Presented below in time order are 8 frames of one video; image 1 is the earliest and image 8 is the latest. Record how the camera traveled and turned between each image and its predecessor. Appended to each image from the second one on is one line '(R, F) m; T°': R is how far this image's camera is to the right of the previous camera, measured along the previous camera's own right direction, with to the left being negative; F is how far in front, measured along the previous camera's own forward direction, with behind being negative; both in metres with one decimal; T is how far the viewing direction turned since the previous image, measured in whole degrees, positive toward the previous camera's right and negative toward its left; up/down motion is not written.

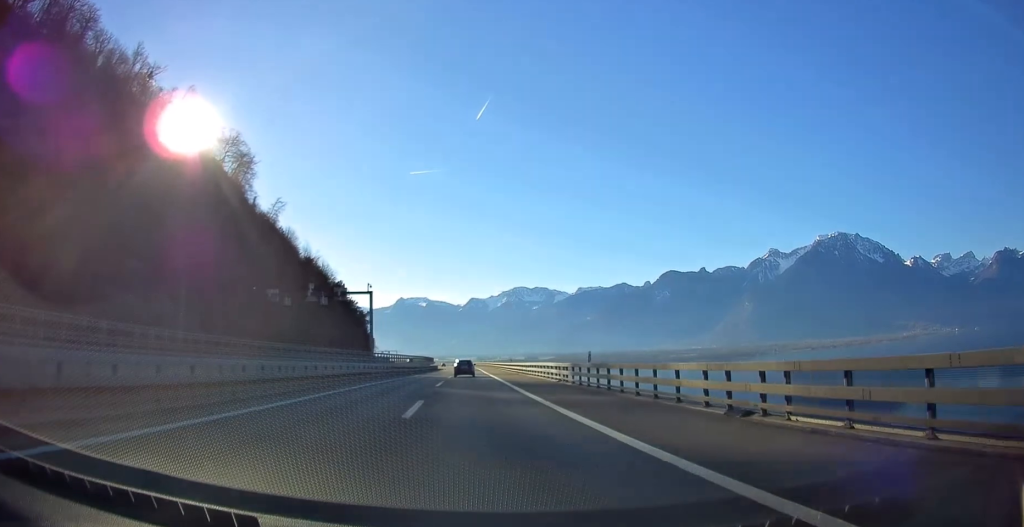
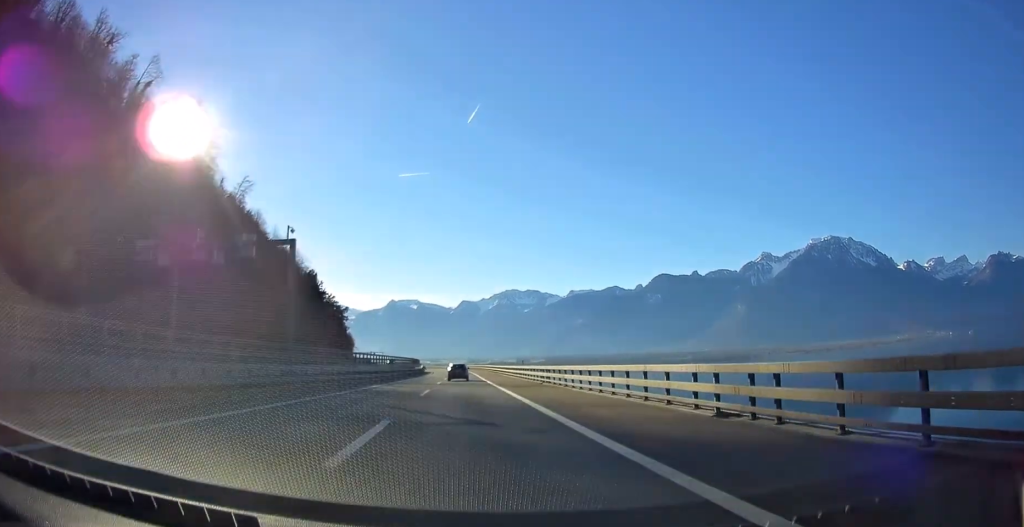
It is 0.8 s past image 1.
(0.0, +23.6) m; +1°
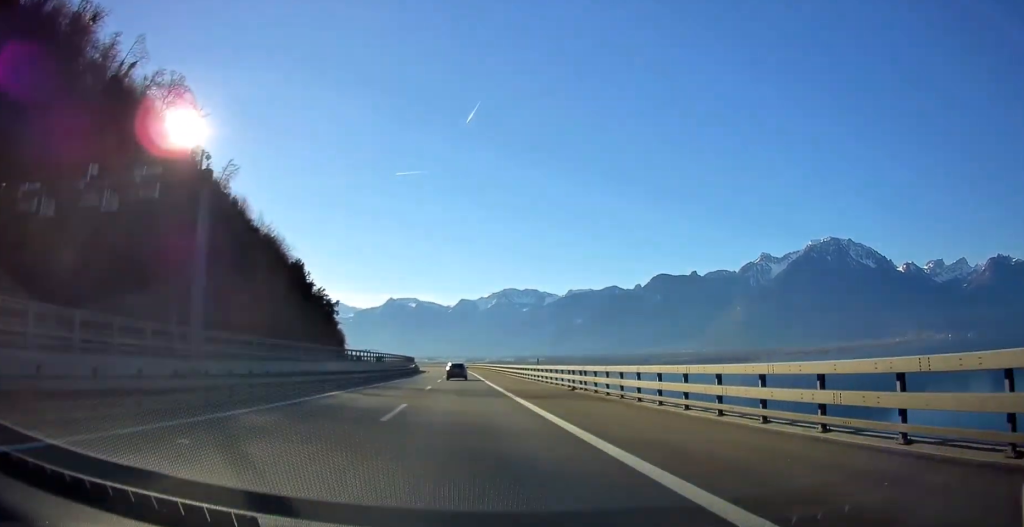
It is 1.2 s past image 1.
(+0.1, +11.3) m; 0°
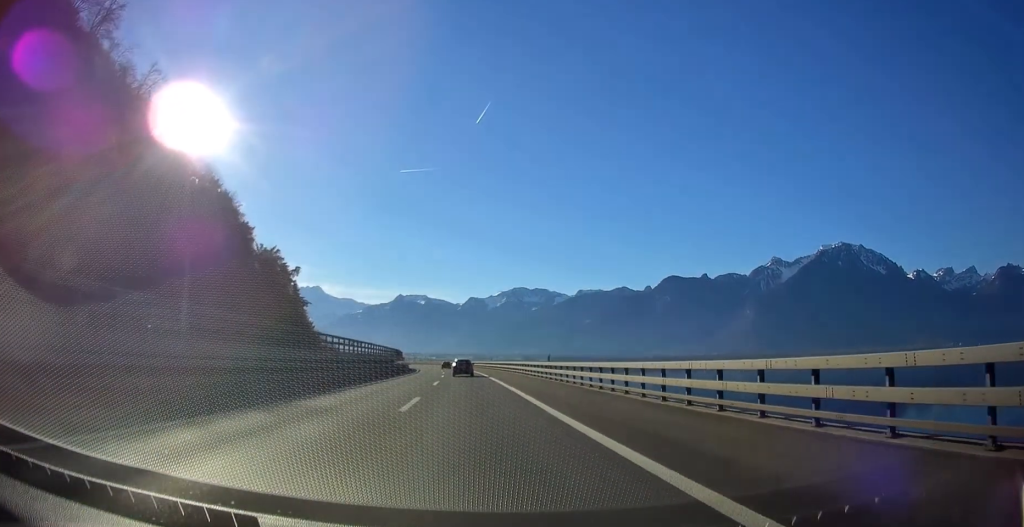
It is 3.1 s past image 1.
(+0.1, +51.8) m; 0°
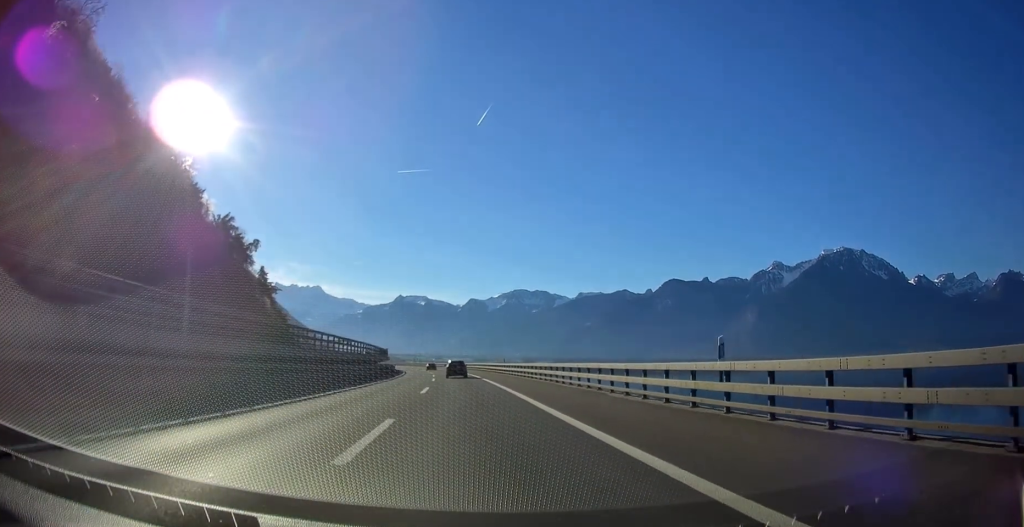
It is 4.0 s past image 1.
(-0.1, +26.3) m; 0°
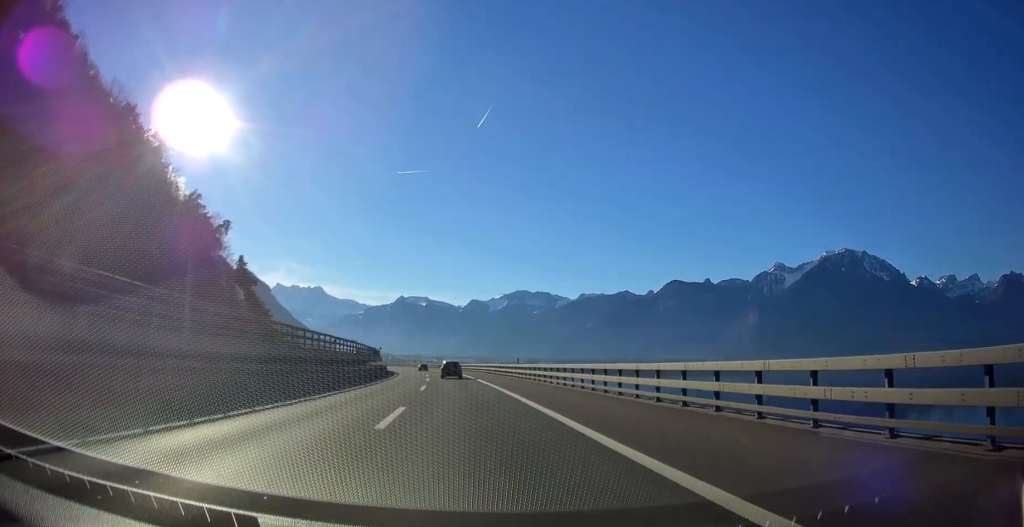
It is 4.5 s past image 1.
(0.0, +13.2) m; 0°
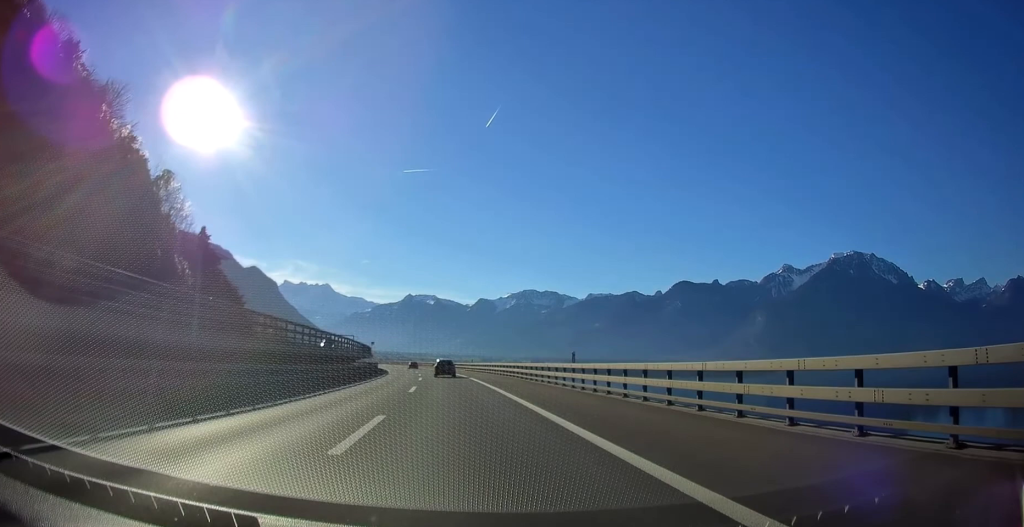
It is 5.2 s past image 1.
(0.0, +21.7) m; -1°
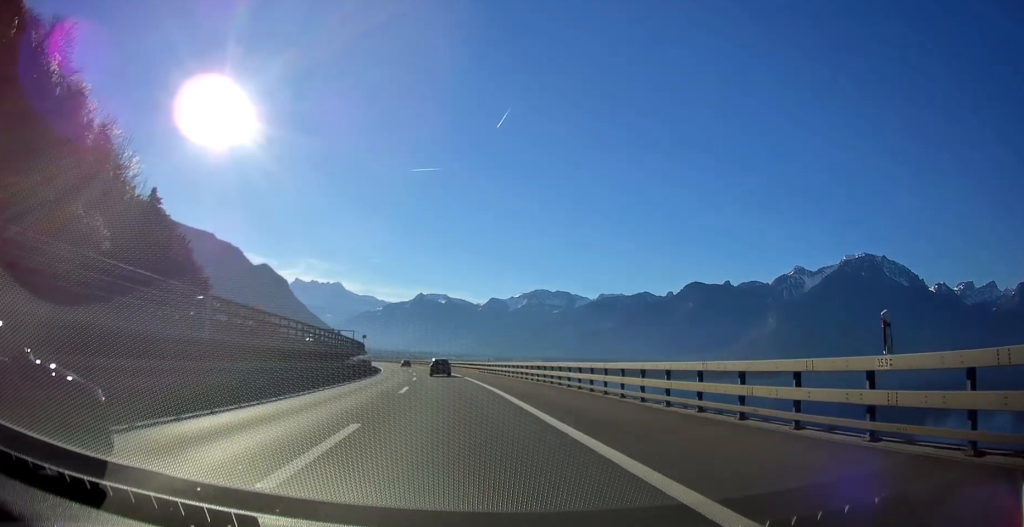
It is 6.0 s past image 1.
(-0.1, +20.7) m; -1°
